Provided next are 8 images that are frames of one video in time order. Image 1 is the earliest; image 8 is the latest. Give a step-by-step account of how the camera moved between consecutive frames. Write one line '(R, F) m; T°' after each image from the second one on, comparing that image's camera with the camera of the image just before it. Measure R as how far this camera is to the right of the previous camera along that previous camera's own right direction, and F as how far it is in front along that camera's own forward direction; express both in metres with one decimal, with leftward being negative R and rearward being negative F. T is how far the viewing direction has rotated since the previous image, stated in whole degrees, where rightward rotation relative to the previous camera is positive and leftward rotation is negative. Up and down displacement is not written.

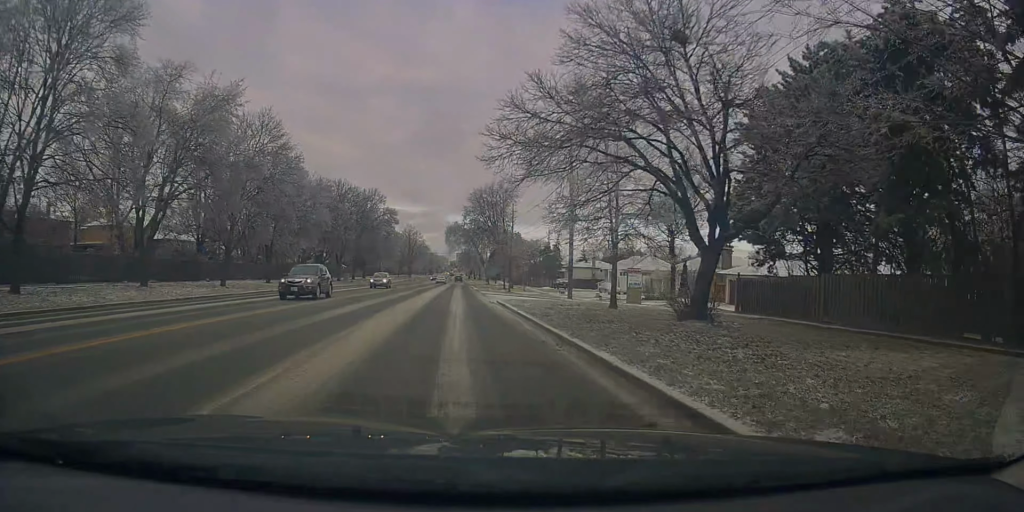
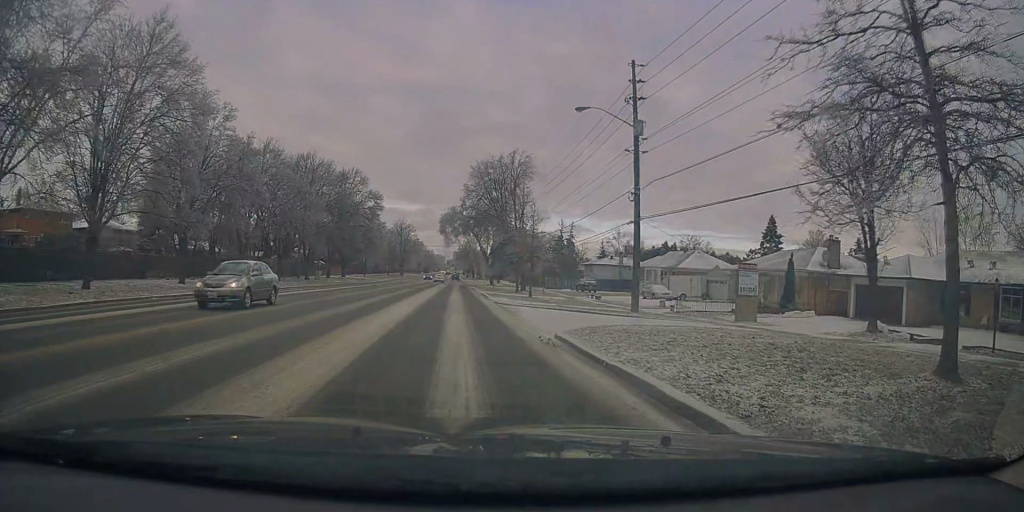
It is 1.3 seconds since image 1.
(+0.3, +18.7) m; +4°
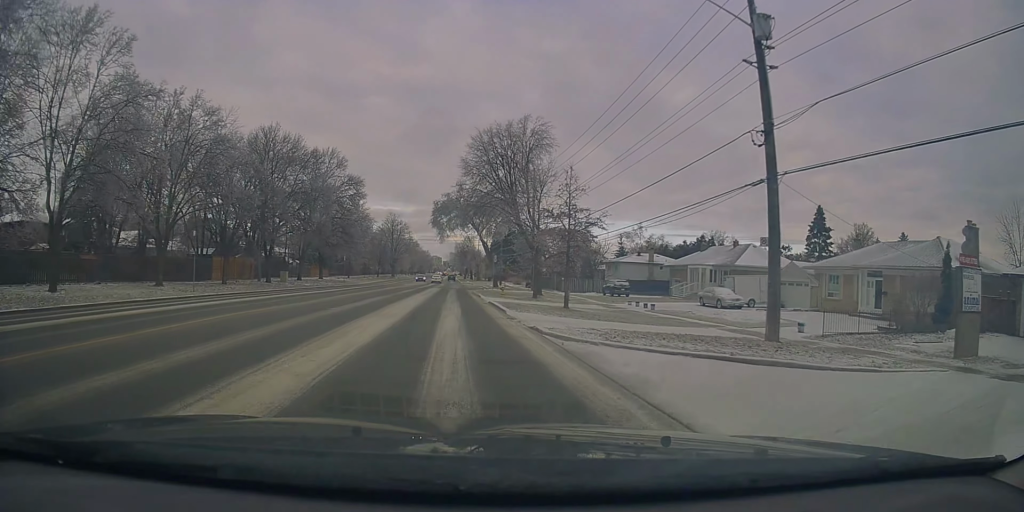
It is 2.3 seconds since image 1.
(+0.6, +14.5) m; 0°
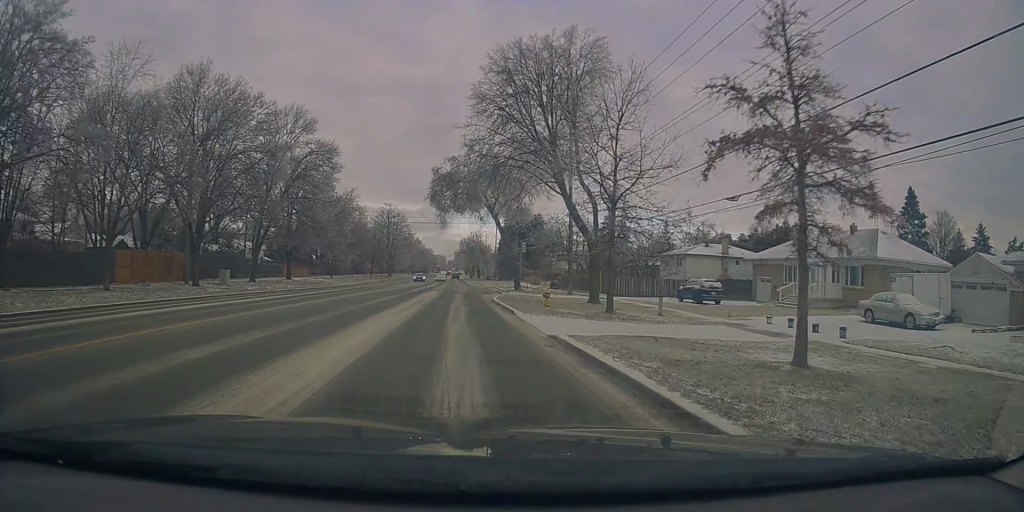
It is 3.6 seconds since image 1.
(-0.8, +19.2) m; -1°
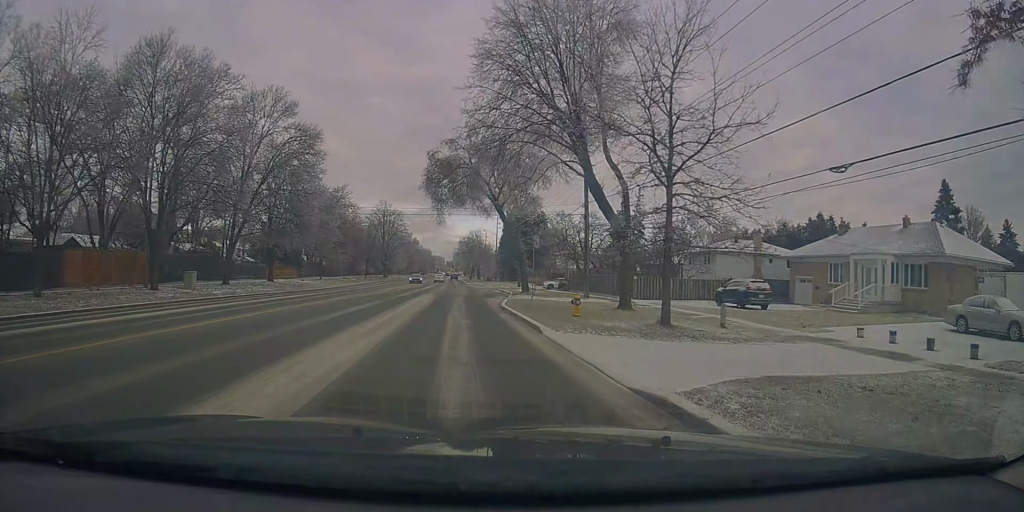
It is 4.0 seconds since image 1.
(-0.1, +6.4) m; +1°
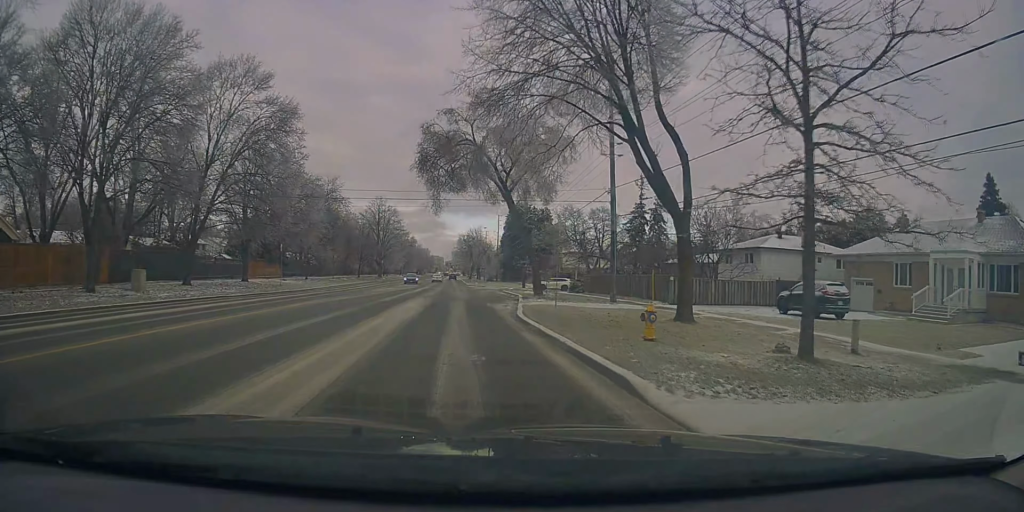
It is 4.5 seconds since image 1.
(+0.2, +7.3) m; 0°
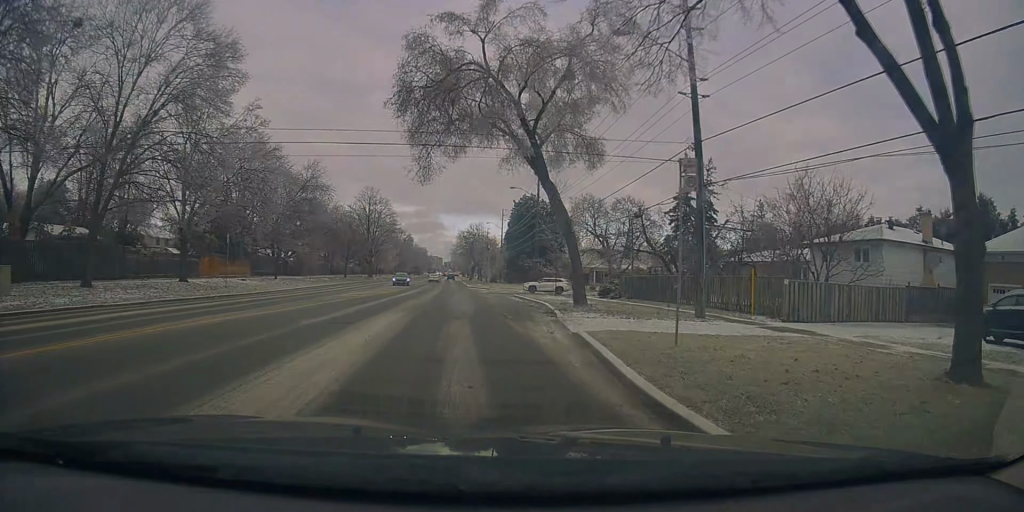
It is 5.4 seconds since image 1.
(+0.2, +12.7) m; -1°
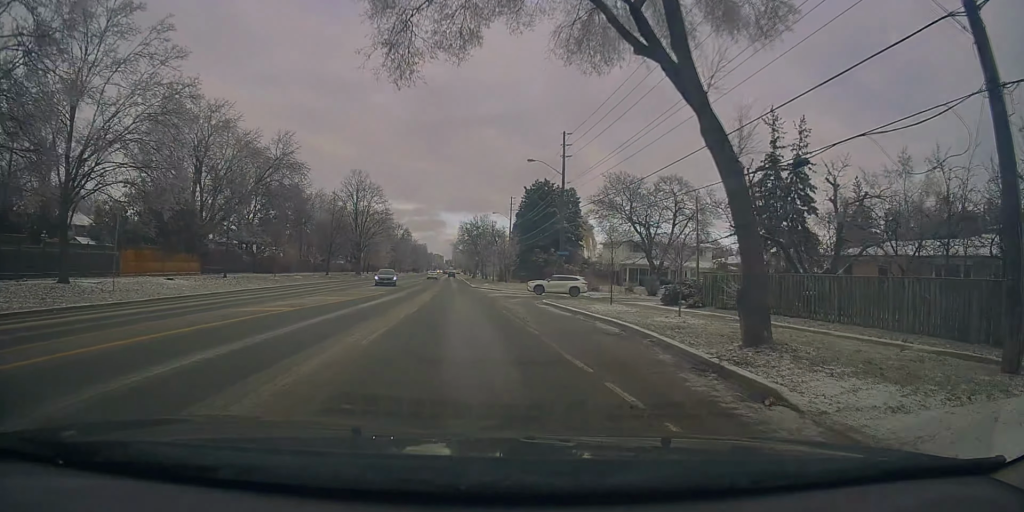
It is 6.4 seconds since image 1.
(-0.5, +14.8) m; -2°
